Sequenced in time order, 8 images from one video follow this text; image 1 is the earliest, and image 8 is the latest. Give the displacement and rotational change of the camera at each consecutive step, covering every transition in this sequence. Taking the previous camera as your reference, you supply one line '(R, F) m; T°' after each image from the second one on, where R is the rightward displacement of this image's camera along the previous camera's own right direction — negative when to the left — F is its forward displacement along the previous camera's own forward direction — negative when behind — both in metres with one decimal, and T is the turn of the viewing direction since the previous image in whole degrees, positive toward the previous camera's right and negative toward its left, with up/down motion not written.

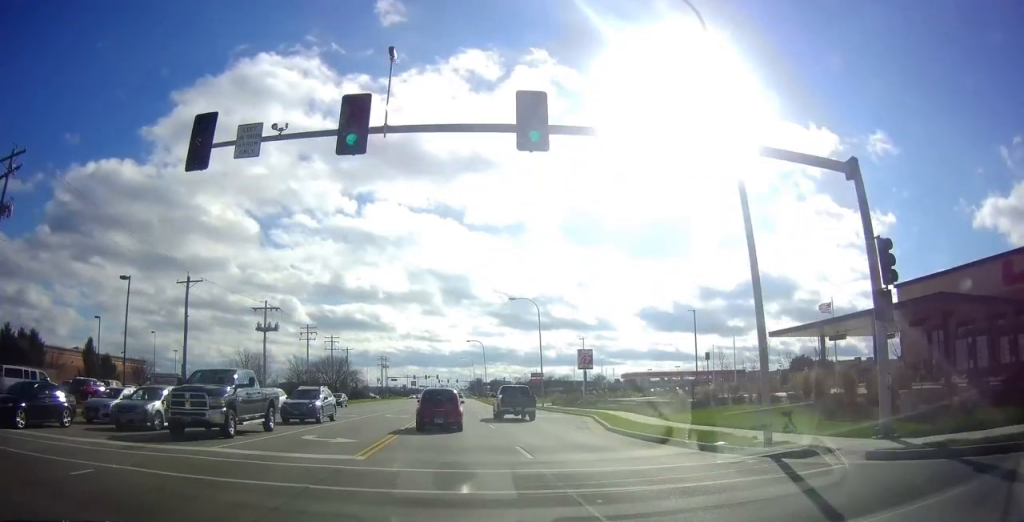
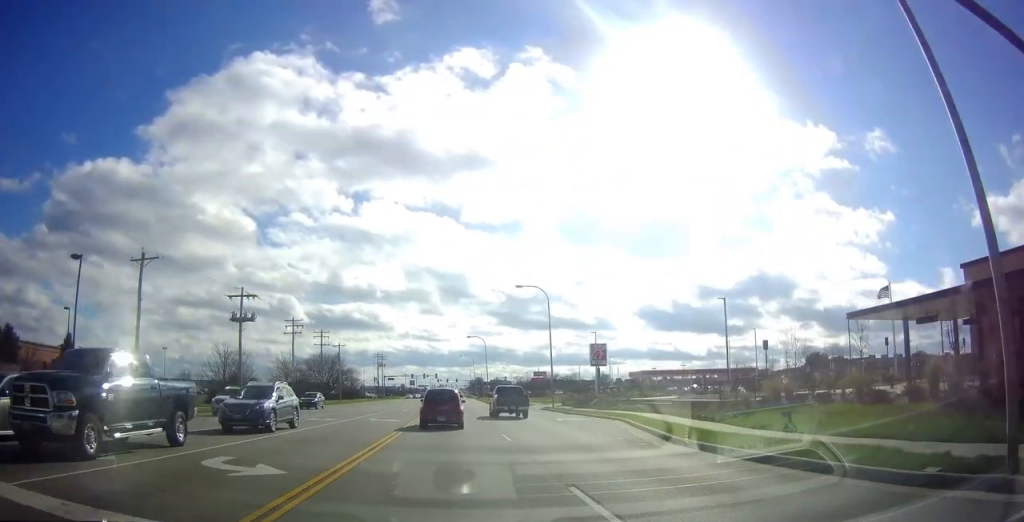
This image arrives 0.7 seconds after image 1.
(0.0, +6.7) m; 0°
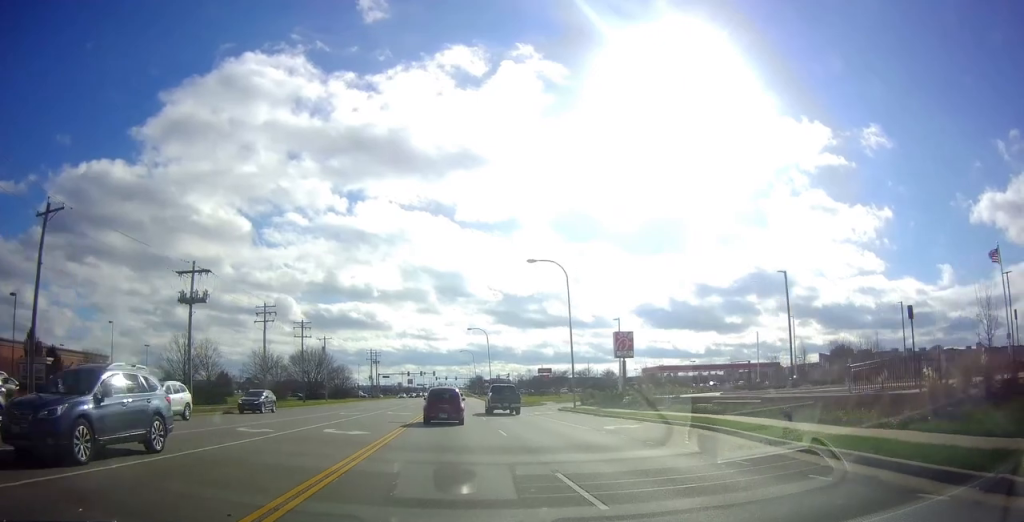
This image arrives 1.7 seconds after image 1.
(0.0, +10.0) m; 0°
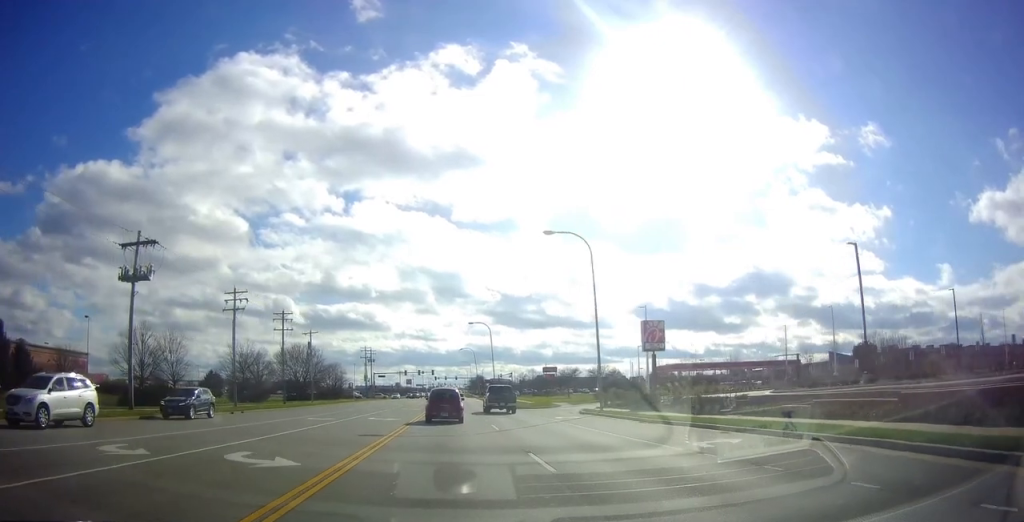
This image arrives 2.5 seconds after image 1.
(0.0, +8.6) m; 0°
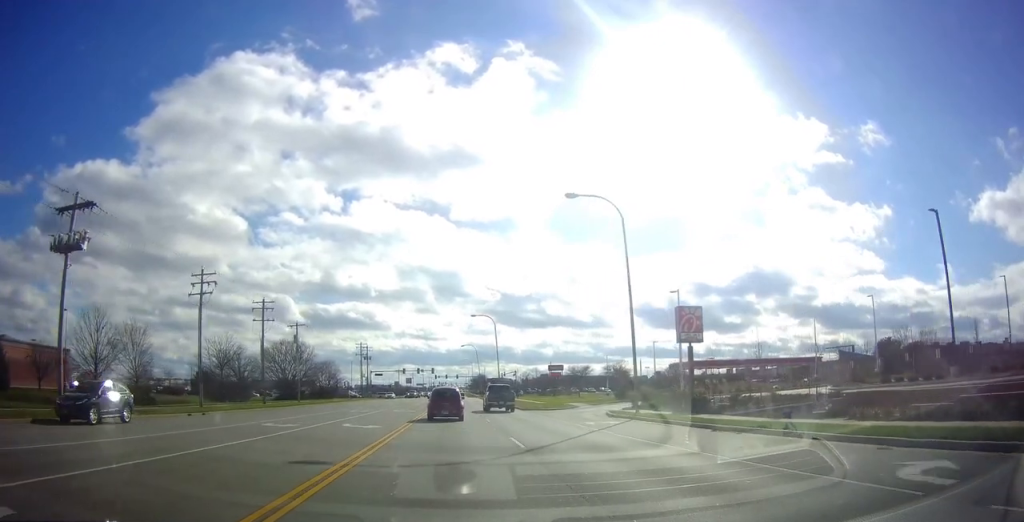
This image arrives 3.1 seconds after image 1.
(0.0, +7.2) m; 0°
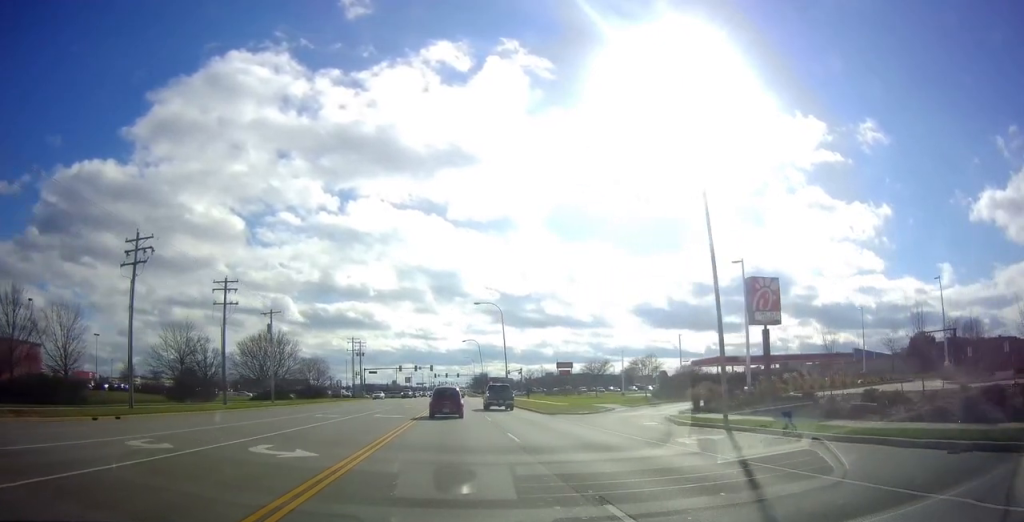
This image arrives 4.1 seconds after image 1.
(0.0, +11.0) m; 0°
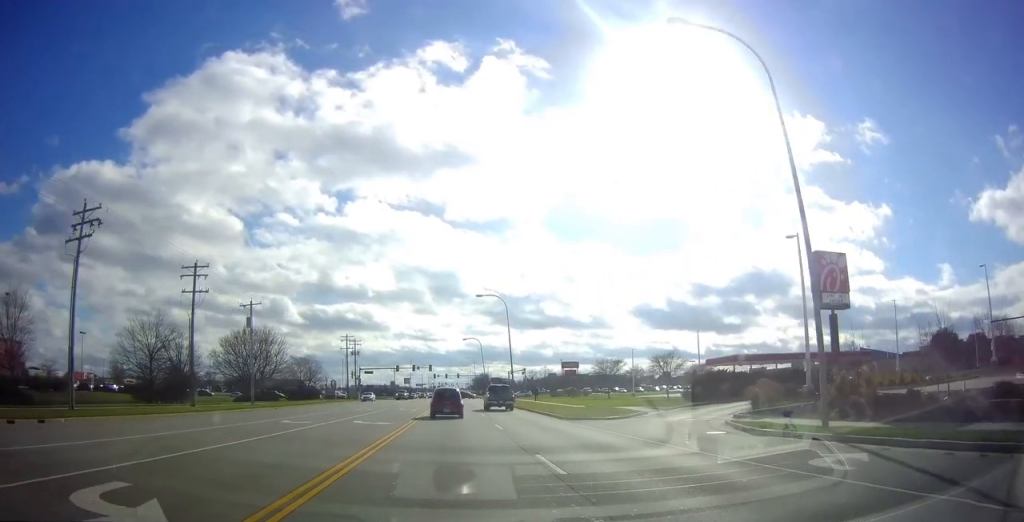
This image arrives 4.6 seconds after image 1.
(0.0, +6.1) m; 0°
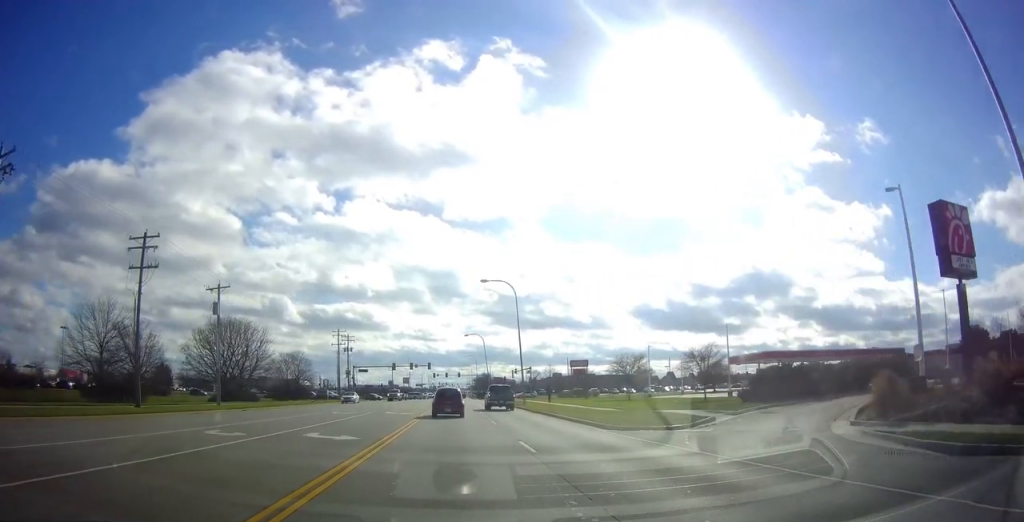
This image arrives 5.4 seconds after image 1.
(0.0, +8.9) m; 0°
